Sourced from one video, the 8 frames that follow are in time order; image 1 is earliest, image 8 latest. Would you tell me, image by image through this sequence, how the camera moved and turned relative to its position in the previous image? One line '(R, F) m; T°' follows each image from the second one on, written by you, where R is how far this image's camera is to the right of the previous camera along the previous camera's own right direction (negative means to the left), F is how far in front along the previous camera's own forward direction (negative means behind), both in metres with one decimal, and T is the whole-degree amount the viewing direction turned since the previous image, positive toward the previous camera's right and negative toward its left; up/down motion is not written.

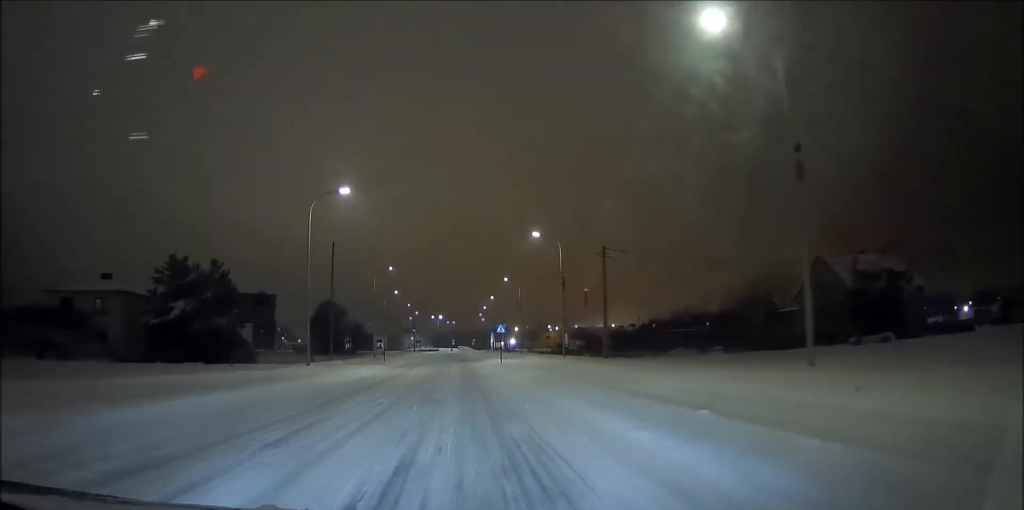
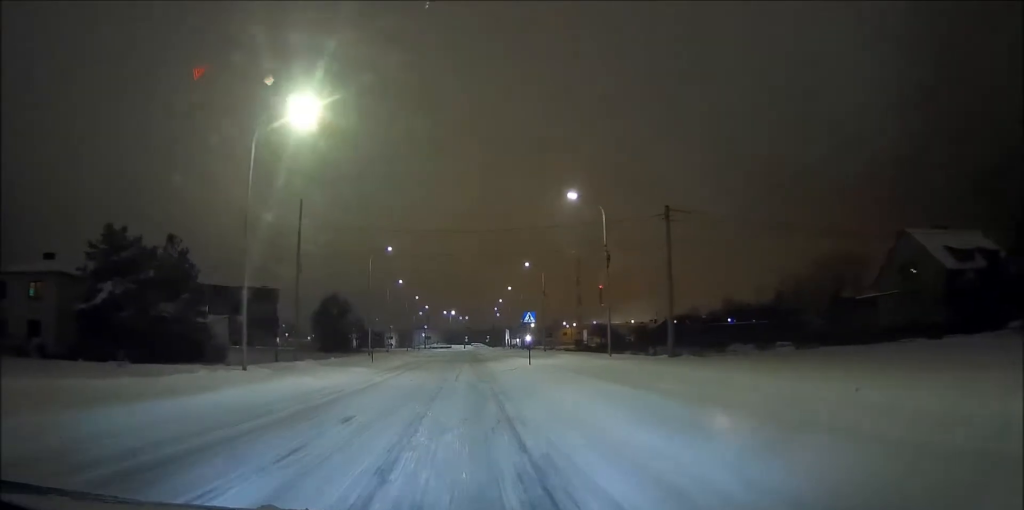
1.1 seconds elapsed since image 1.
(-0.1, +12.9) m; -1°
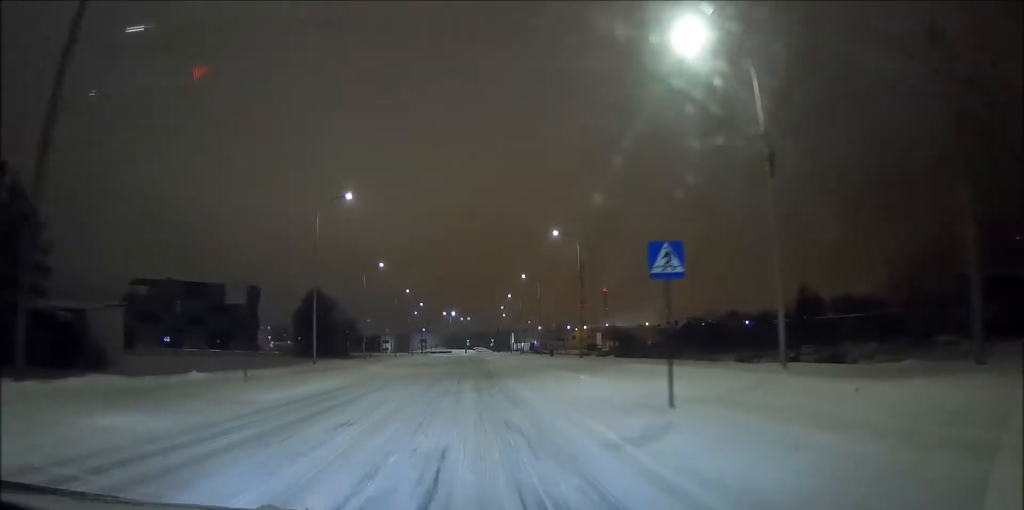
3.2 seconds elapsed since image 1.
(-0.5, +23.2) m; -2°
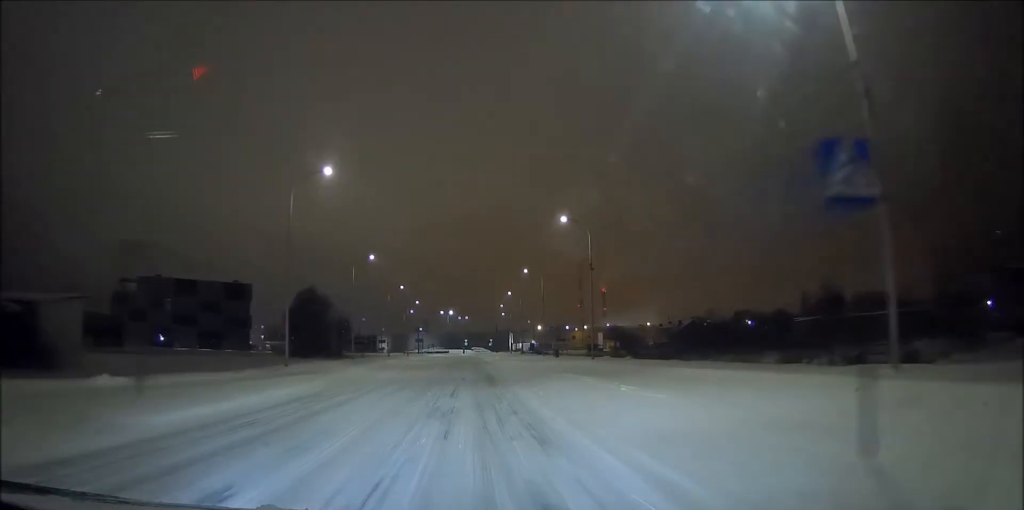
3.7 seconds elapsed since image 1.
(0.0, +5.7) m; 0°
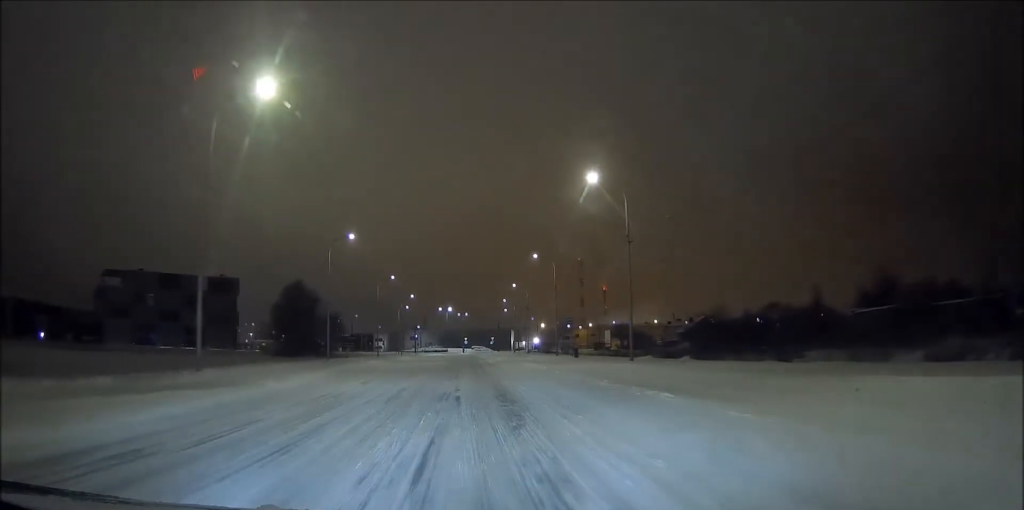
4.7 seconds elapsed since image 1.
(0.0, +11.5) m; +1°
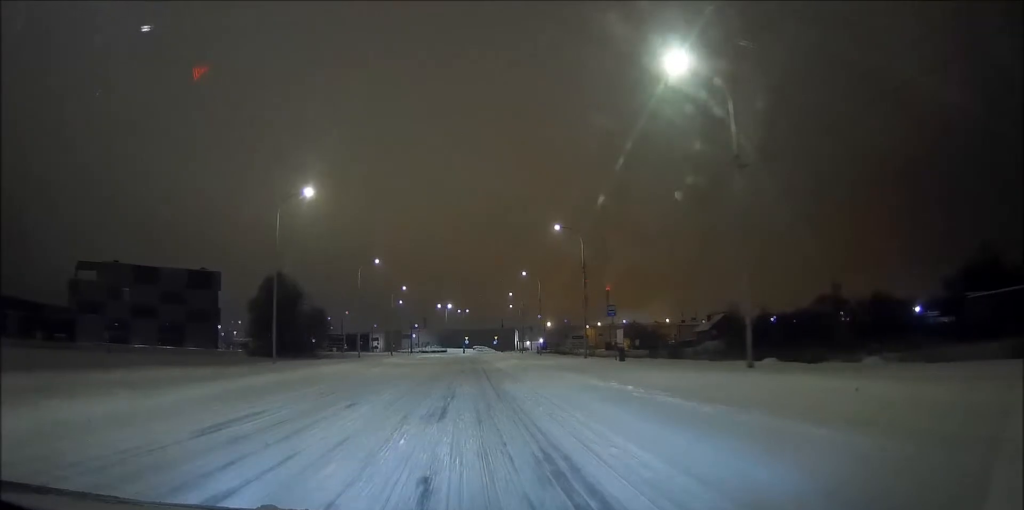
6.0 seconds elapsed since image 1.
(+0.2, +15.7) m; 0°
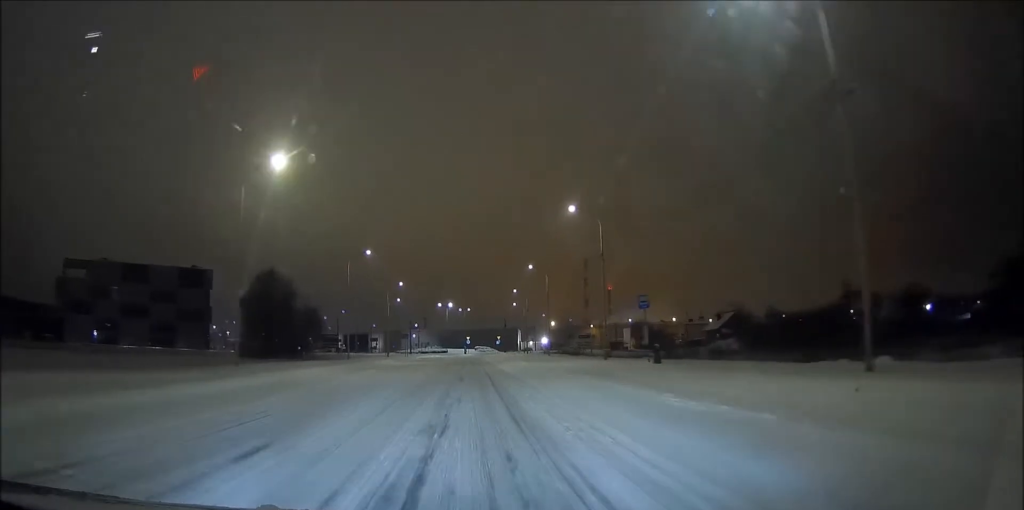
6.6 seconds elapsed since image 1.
(0.0, +6.9) m; 0°
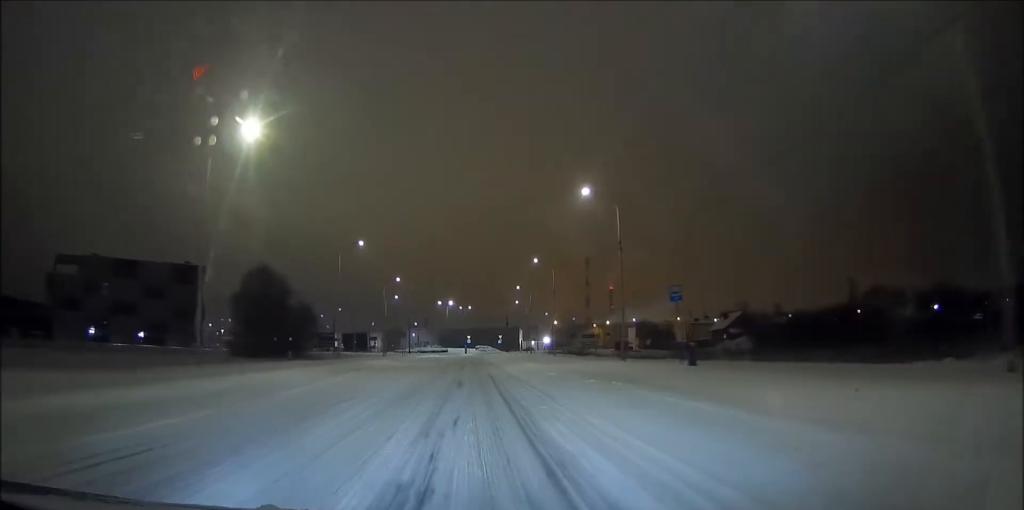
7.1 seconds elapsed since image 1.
(0.0, +5.0) m; 0°
